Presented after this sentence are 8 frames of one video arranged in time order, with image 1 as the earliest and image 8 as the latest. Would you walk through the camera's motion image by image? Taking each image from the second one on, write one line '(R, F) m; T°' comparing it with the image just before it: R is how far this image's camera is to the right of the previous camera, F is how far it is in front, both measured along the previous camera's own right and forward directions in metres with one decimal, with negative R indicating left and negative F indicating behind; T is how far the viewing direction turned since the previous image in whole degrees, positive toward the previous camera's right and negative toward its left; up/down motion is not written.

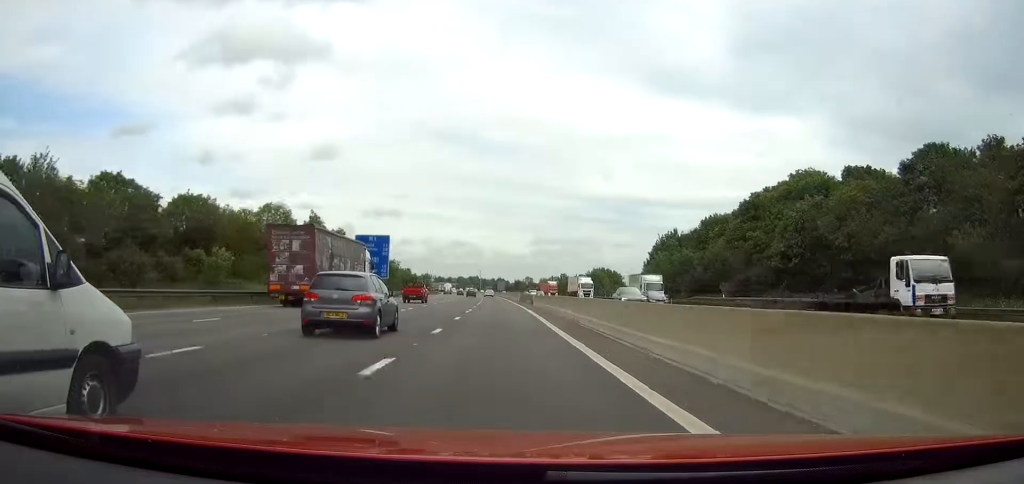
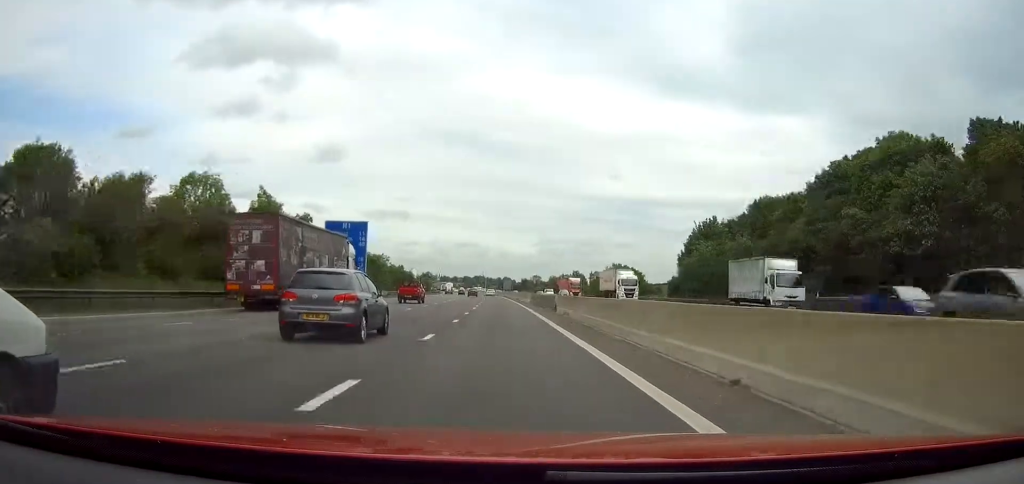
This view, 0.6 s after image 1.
(-0.1, +20.1) m; 0°
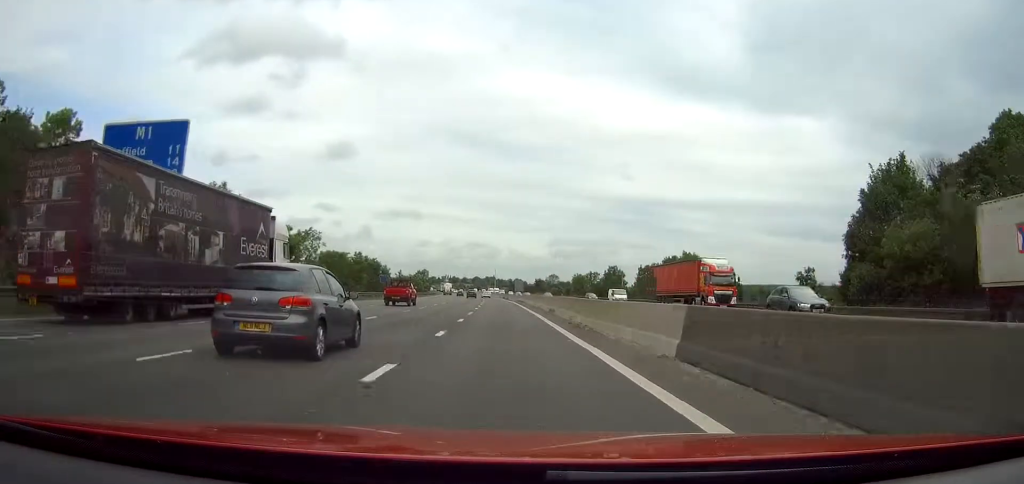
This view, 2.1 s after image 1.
(-0.4, +50.1) m; -1°
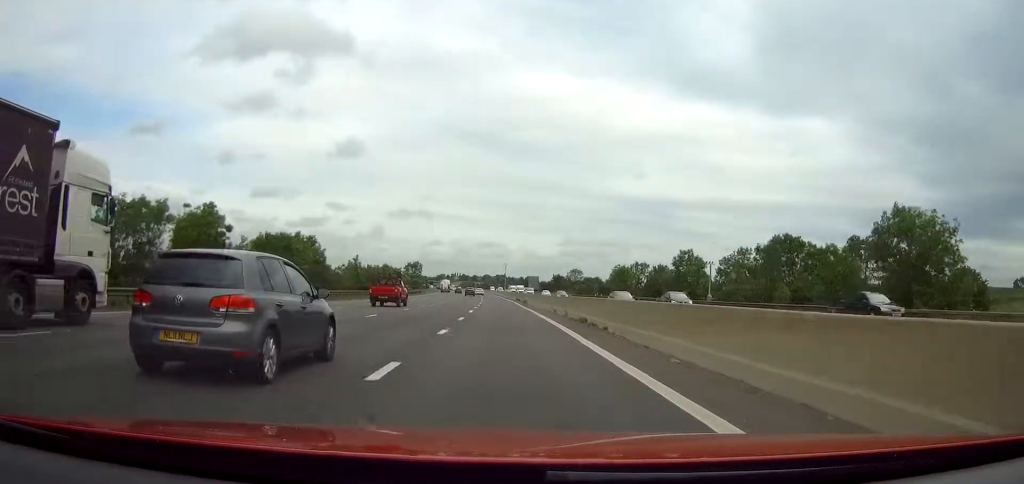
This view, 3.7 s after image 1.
(-0.6, +51.9) m; -1°
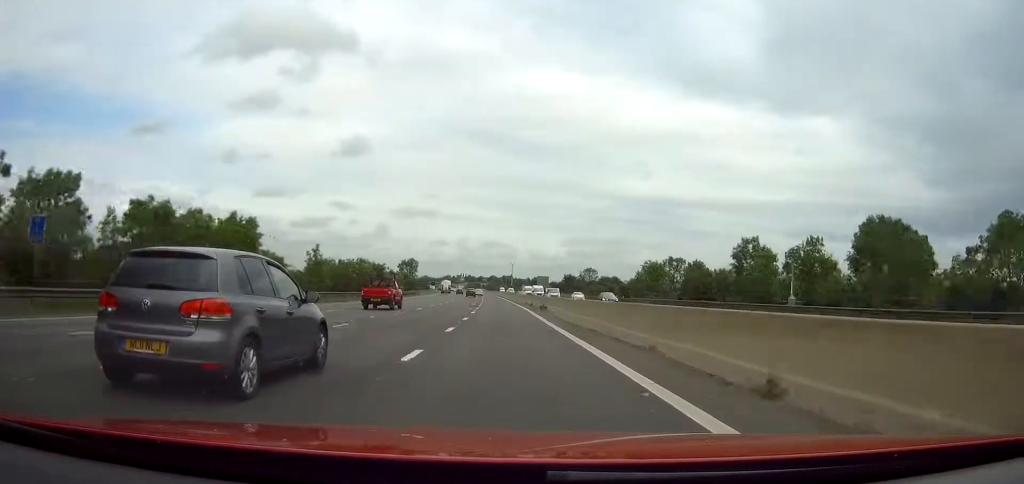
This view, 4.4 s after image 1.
(-0.1, +23.1) m; 0°
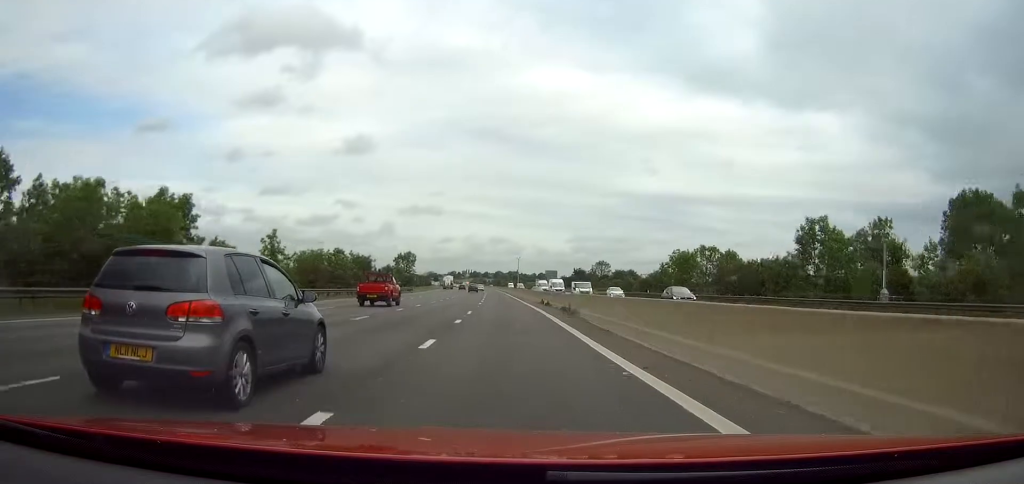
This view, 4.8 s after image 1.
(0.0, +15.4) m; 0°
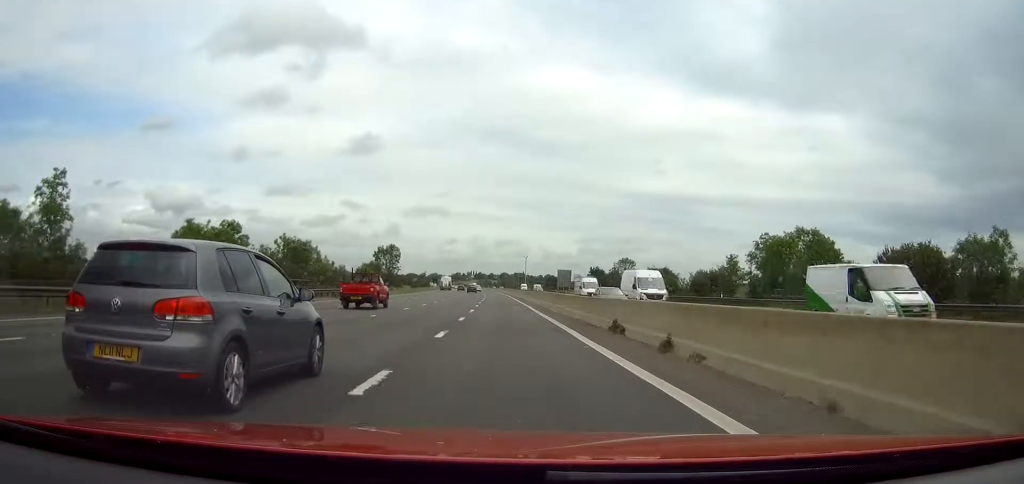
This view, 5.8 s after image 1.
(-0.1, +31.7) m; -1°
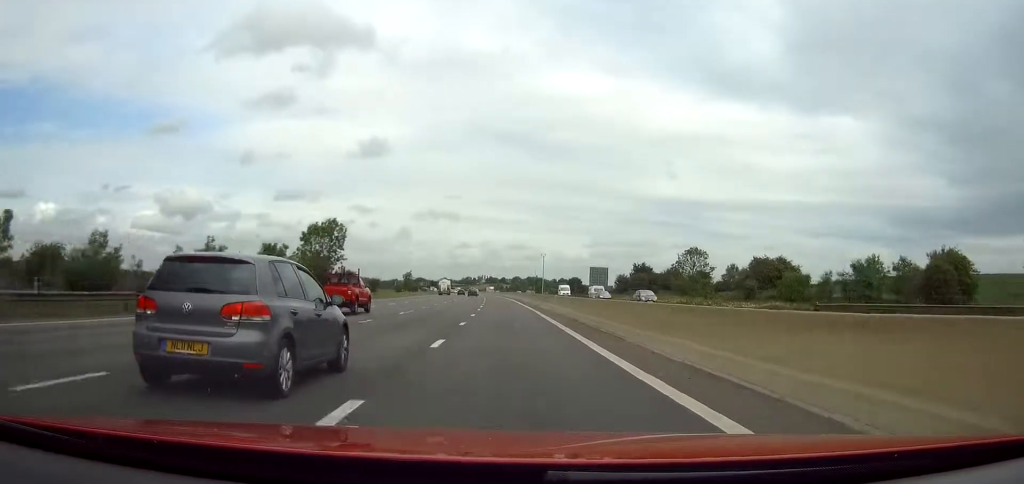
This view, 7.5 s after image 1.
(-0.5, +54.4) m; -1°
